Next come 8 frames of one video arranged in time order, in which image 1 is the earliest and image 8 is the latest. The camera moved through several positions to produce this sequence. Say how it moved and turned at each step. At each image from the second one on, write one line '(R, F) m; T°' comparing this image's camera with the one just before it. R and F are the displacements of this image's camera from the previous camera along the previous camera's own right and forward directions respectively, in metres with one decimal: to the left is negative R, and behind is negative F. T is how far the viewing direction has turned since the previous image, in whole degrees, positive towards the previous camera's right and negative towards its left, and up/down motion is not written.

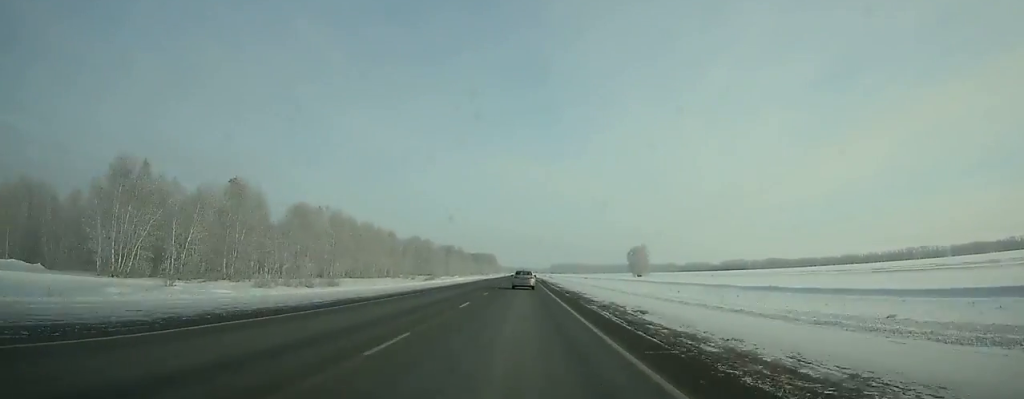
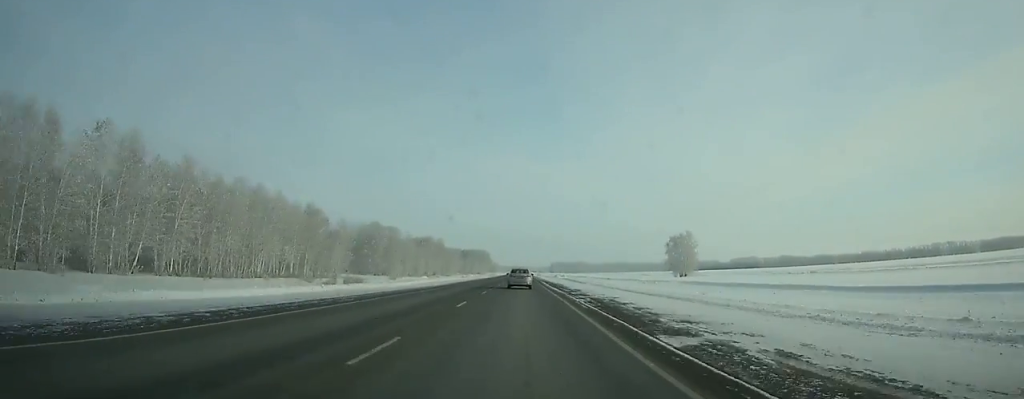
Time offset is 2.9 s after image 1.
(0.0, +84.4) m; 0°
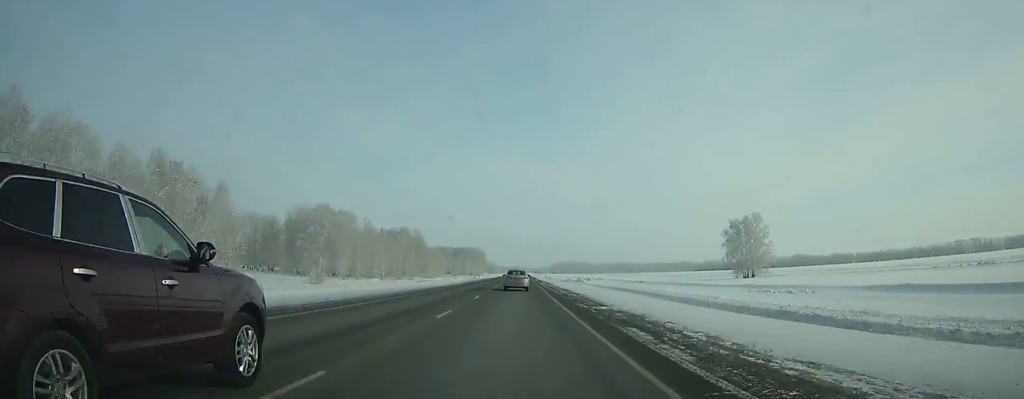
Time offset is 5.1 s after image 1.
(0.0, +63.3) m; 0°
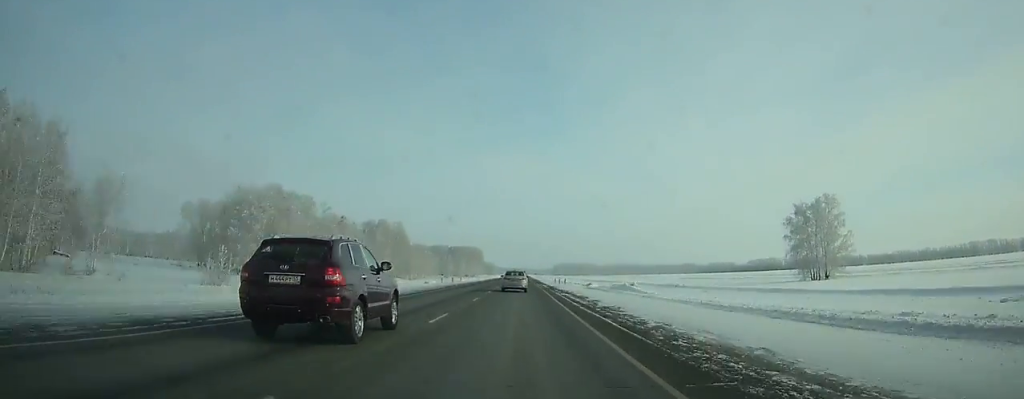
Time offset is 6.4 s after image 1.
(0.0, +36.6) m; 0°
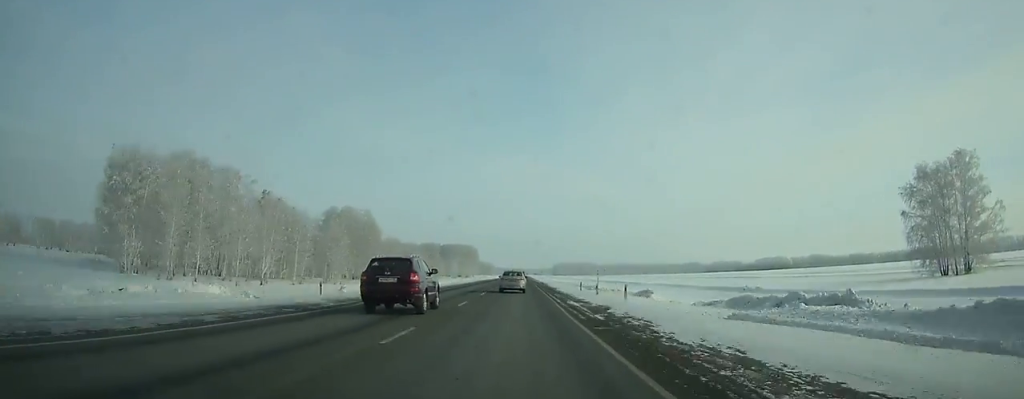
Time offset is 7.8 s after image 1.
(0.0, +39.4) m; 0°
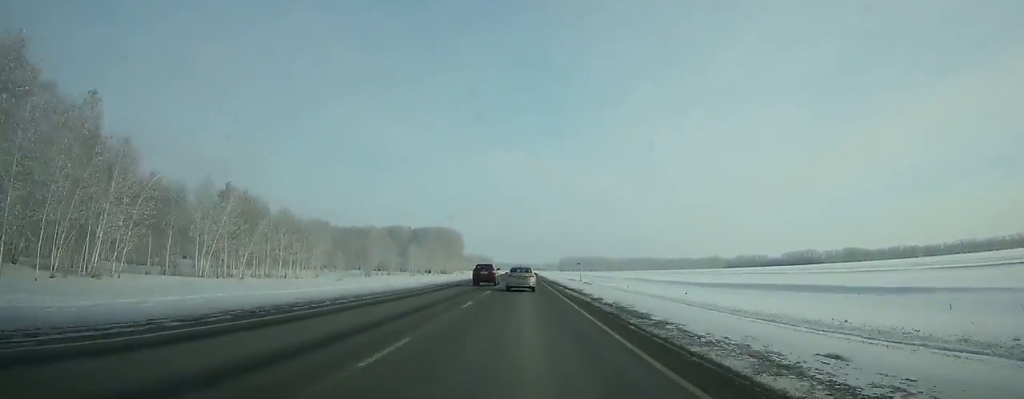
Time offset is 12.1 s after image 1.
(0.0, +114.3) m; 0°
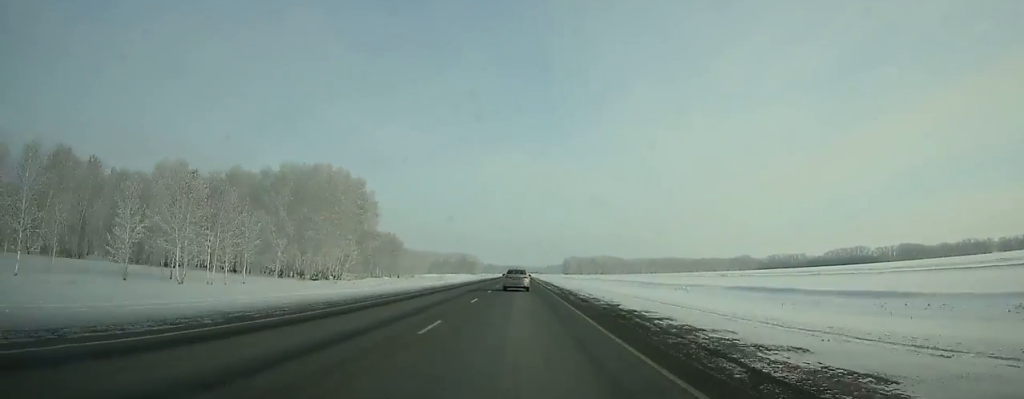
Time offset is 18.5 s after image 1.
(+0.3, +163.1) m; 0°
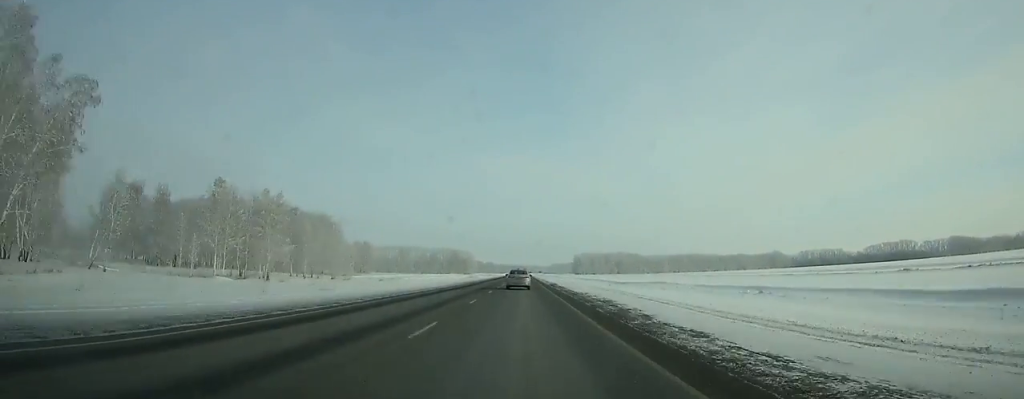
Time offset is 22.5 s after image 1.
(0.0, +111.1) m; 0°
